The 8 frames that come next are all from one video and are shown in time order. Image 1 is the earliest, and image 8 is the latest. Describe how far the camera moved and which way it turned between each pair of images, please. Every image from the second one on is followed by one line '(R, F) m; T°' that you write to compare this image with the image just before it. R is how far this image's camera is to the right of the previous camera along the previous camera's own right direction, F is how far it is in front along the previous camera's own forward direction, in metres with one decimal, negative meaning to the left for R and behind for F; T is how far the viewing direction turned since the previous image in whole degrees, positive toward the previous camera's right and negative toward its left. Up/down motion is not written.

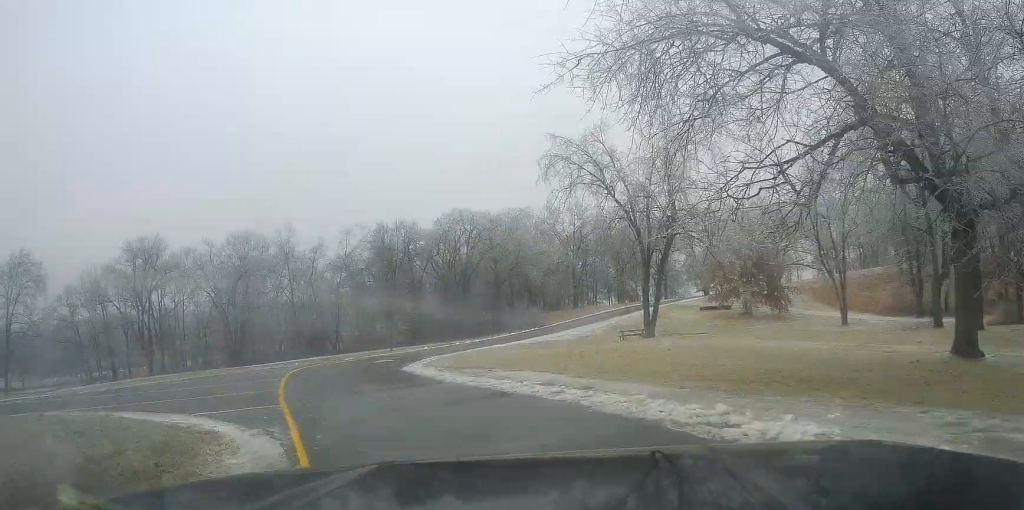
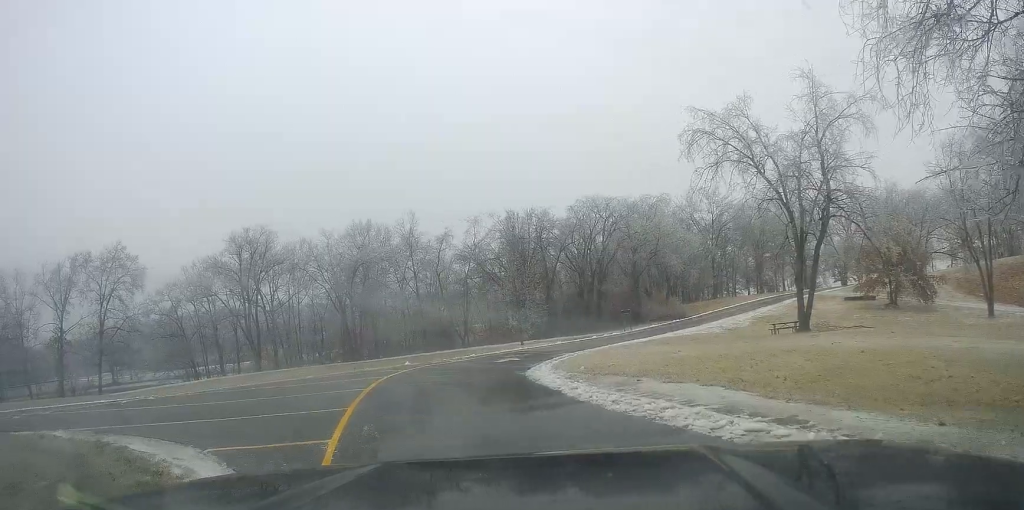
(-0.7, +4.4) m; -14°
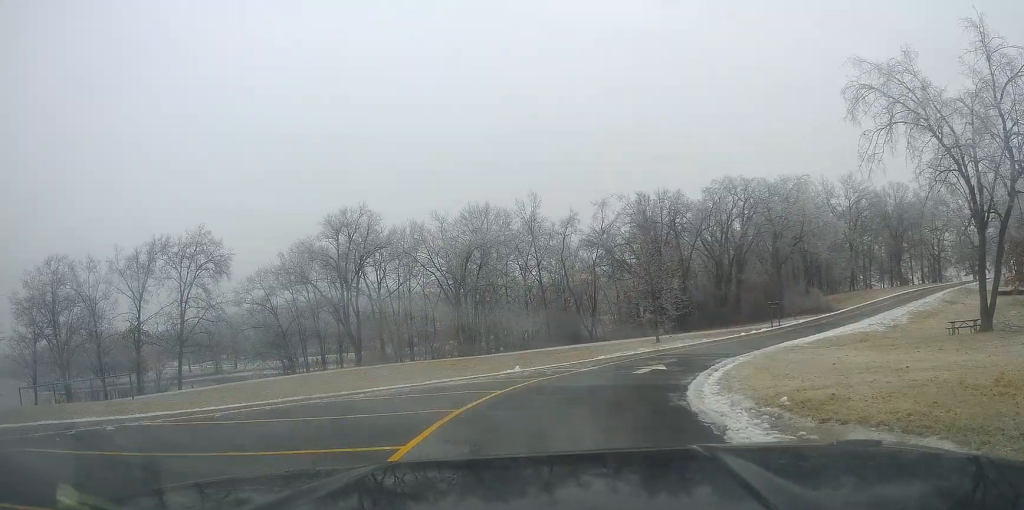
(-1.1, +7.4) m; -1°
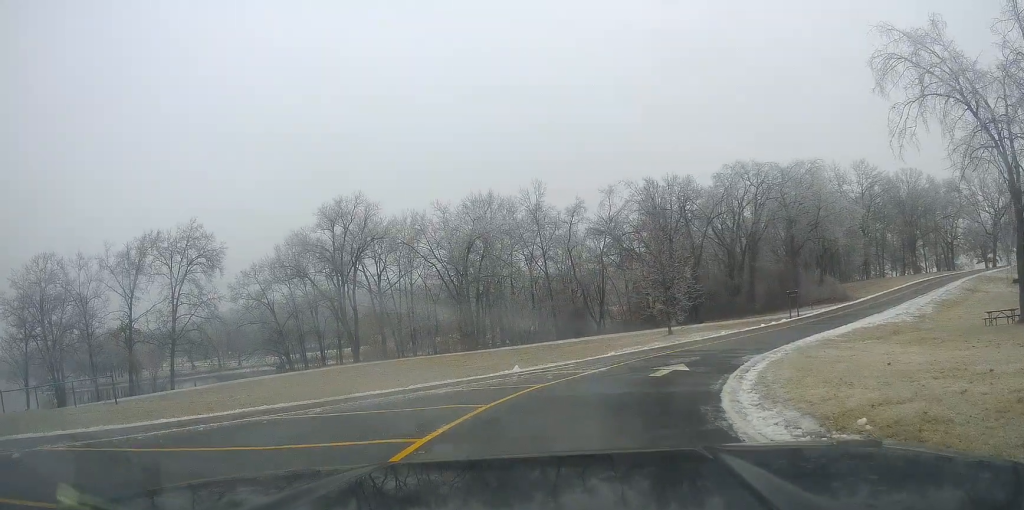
(+0.5, +3.2) m; +5°
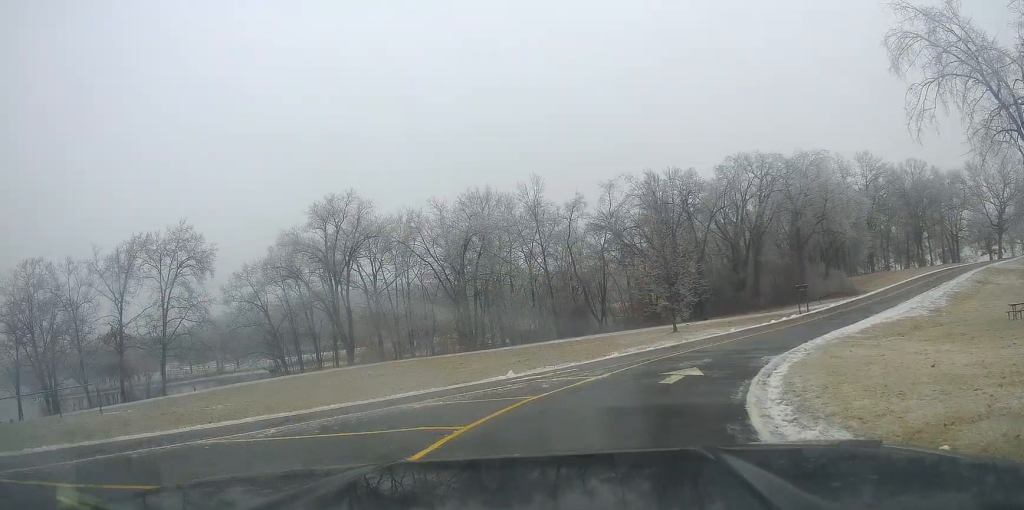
(+0.1, +2.2) m; +2°
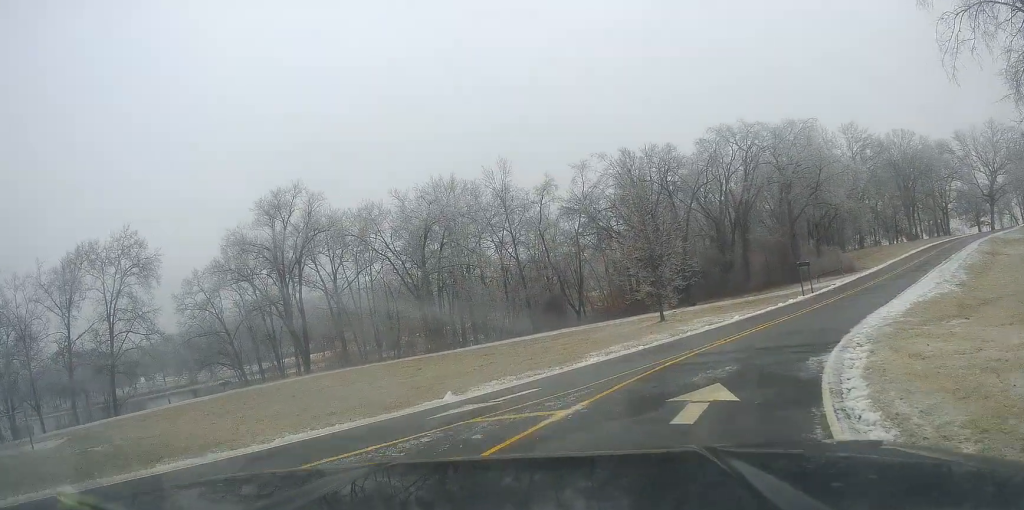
(-0.3, +6.7) m; -2°
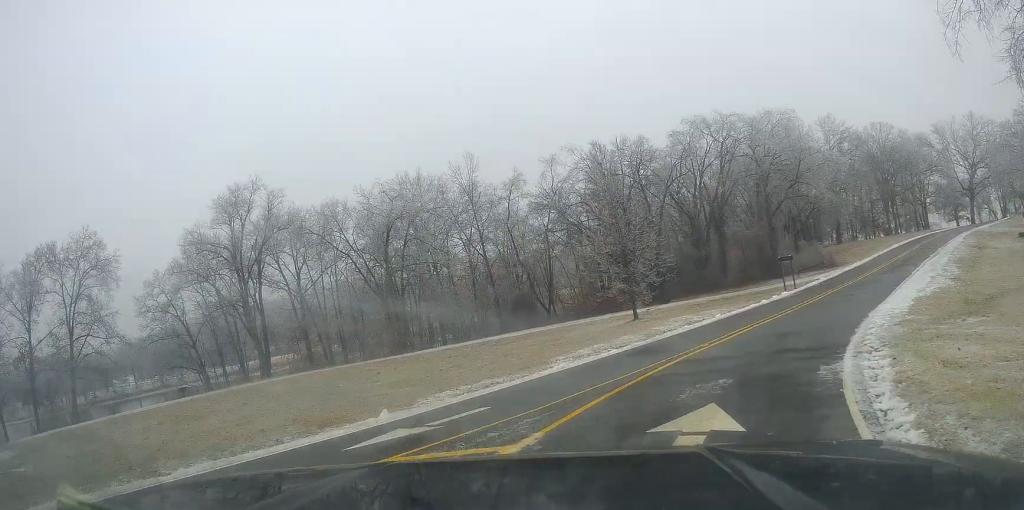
(-0.2, +2.9) m; +2°
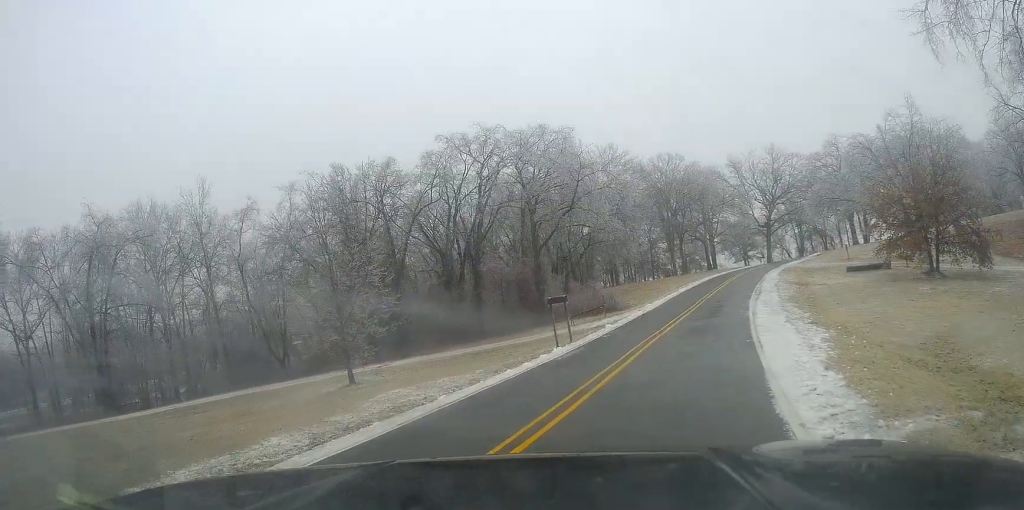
(+2.0, +7.3) m; +23°
